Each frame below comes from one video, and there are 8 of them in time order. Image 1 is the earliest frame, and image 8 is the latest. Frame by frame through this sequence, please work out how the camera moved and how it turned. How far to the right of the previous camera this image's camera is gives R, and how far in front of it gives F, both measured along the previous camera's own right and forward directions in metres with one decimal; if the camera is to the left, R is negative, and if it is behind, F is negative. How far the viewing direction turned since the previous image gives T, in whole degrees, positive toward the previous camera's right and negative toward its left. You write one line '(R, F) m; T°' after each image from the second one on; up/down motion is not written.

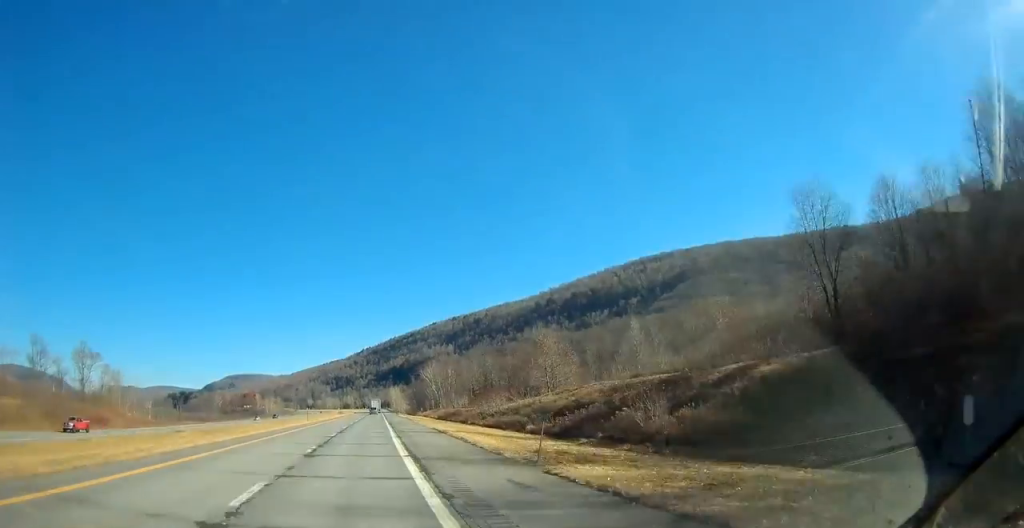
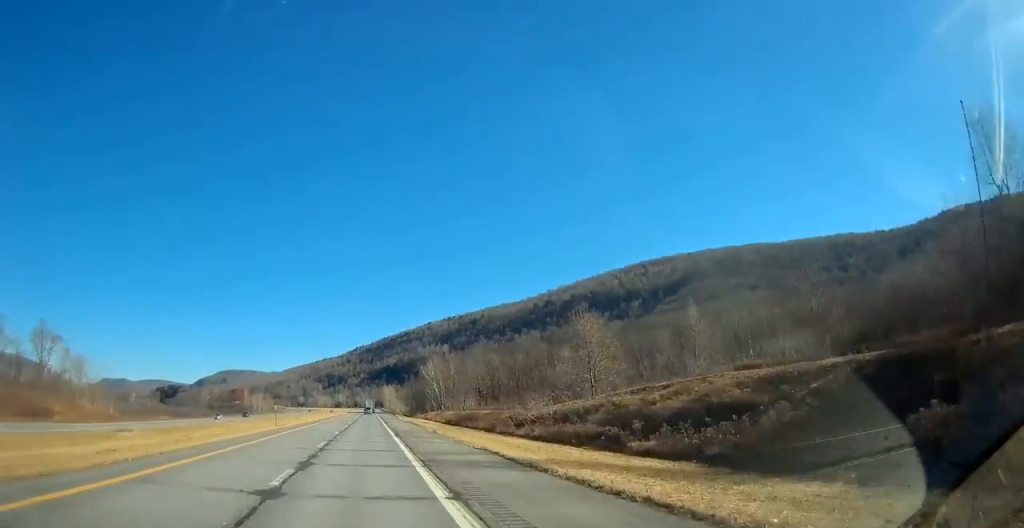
(+0.3, +23.0) m; +1°
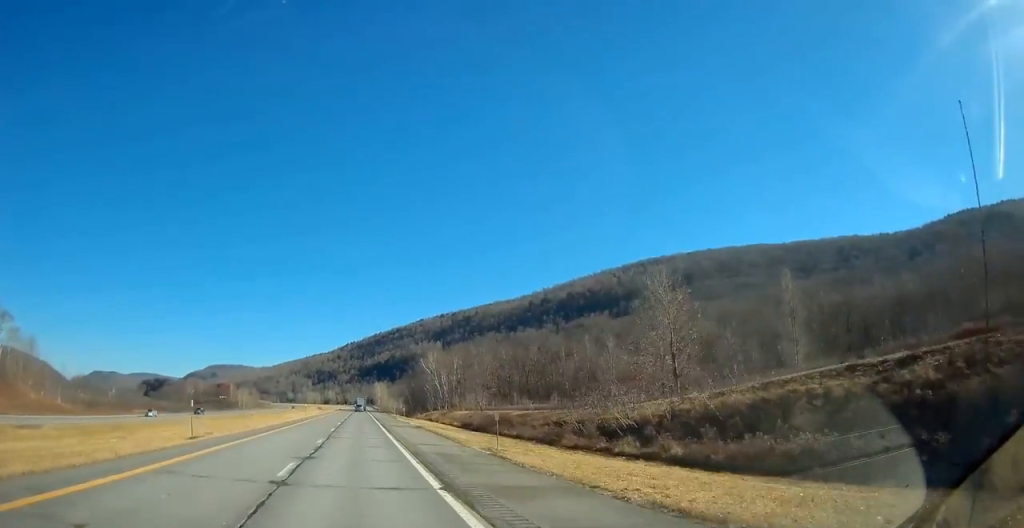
(+0.2, +25.2) m; +1°
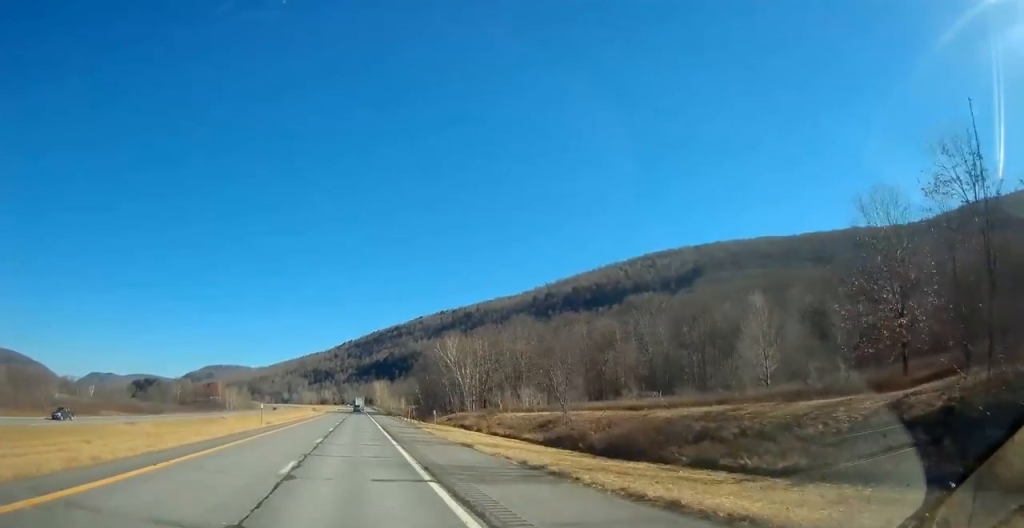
(+0.2, +36.7) m; 0°
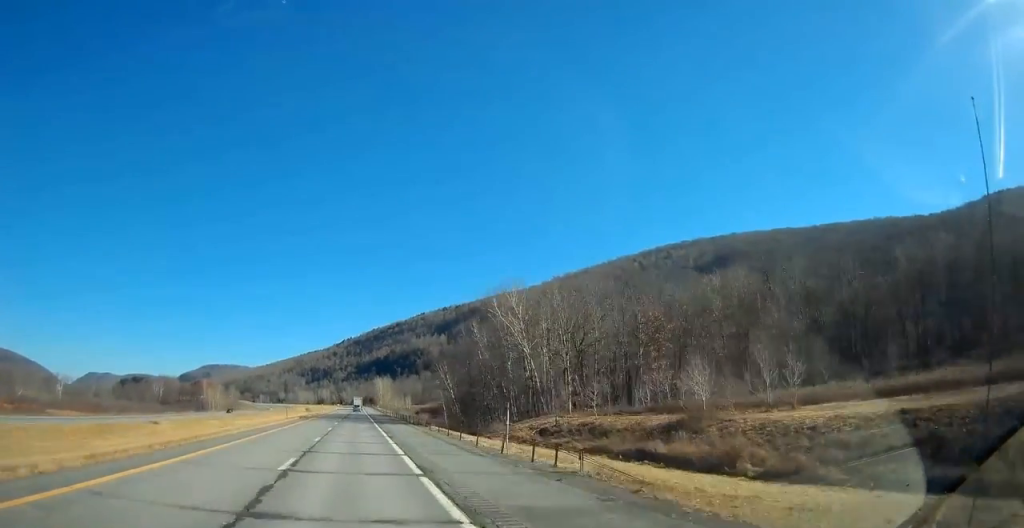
(+0.1, +47.3) m; 0°
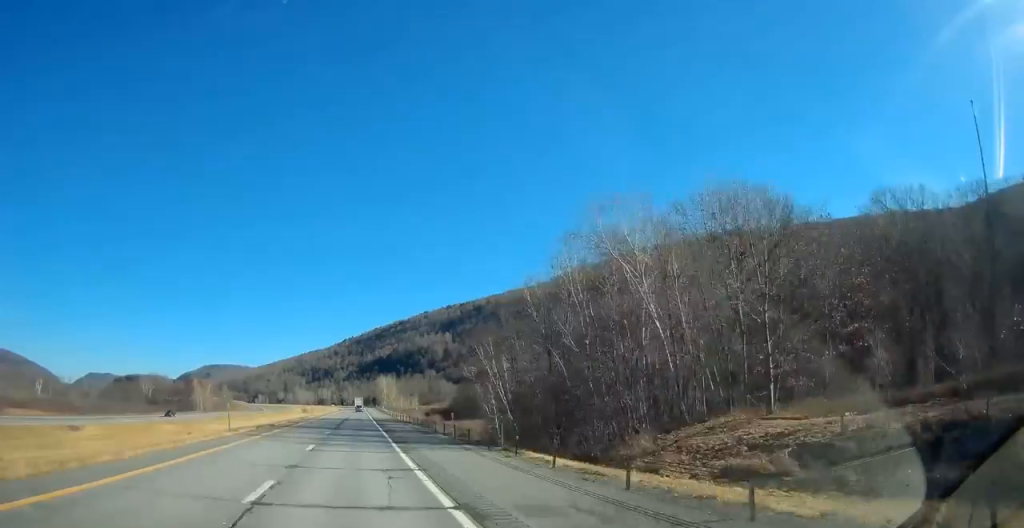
(0.0, +27.4) m; 0°
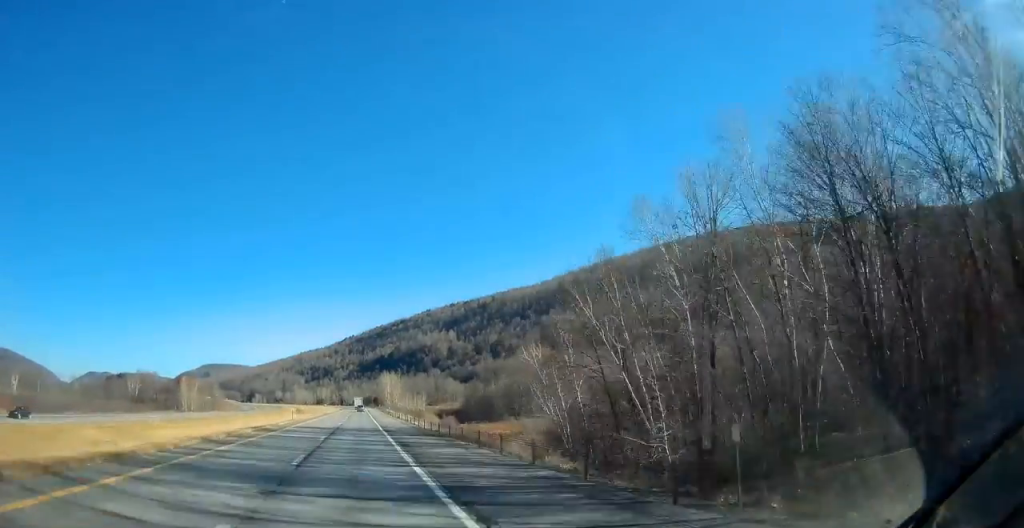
(-0.1, +28.3) m; 0°
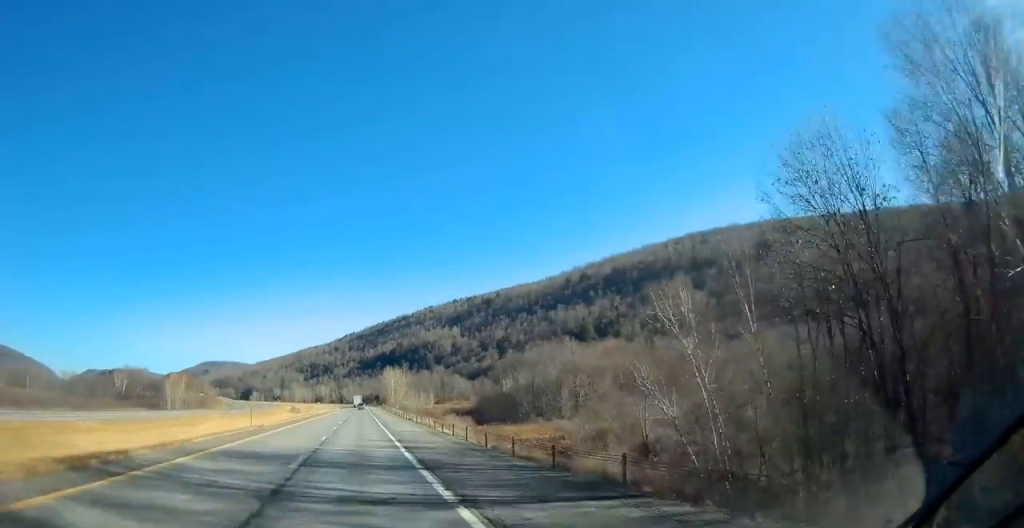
(-0.1, +27.4) m; 0°
